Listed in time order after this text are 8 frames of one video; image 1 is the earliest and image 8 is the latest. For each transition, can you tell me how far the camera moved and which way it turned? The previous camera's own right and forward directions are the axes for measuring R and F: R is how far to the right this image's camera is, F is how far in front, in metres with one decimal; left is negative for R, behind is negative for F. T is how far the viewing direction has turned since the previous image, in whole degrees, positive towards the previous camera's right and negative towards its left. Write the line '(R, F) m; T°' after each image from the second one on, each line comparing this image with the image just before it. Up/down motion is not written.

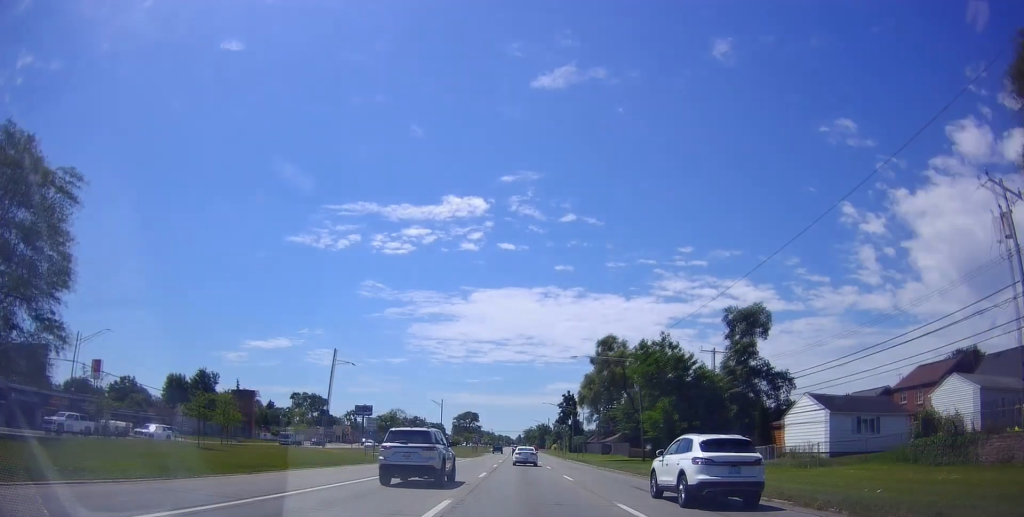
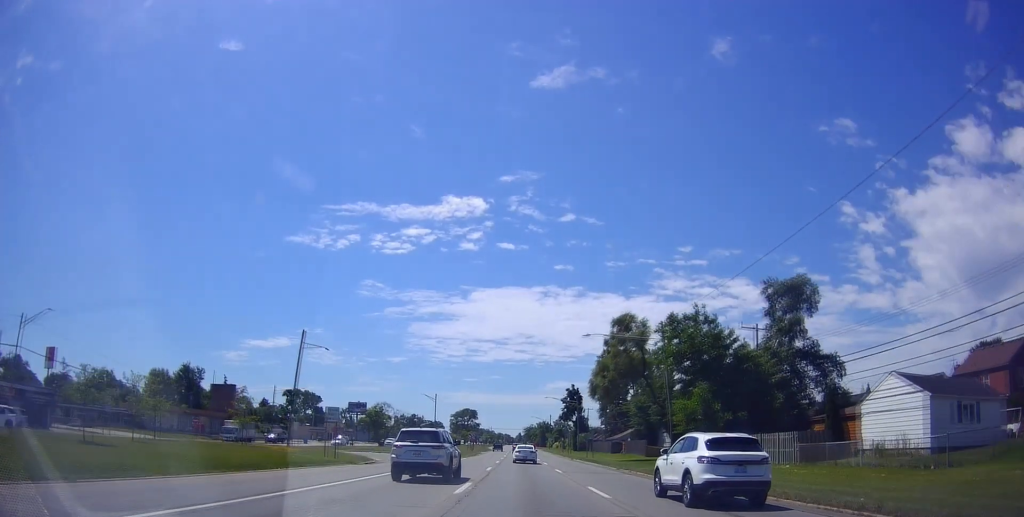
(-0.1, +9.2) m; -1°
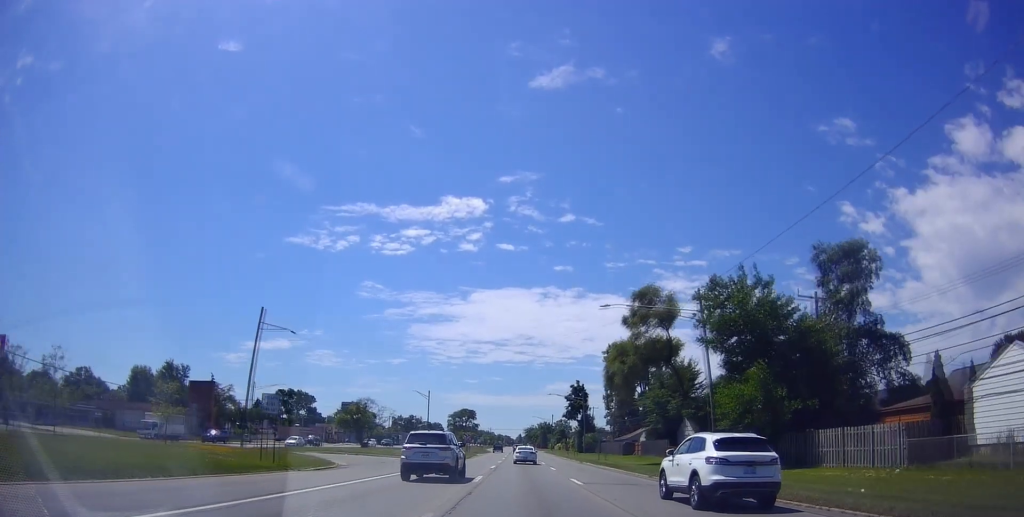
(0.0, +9.0) m; +1°
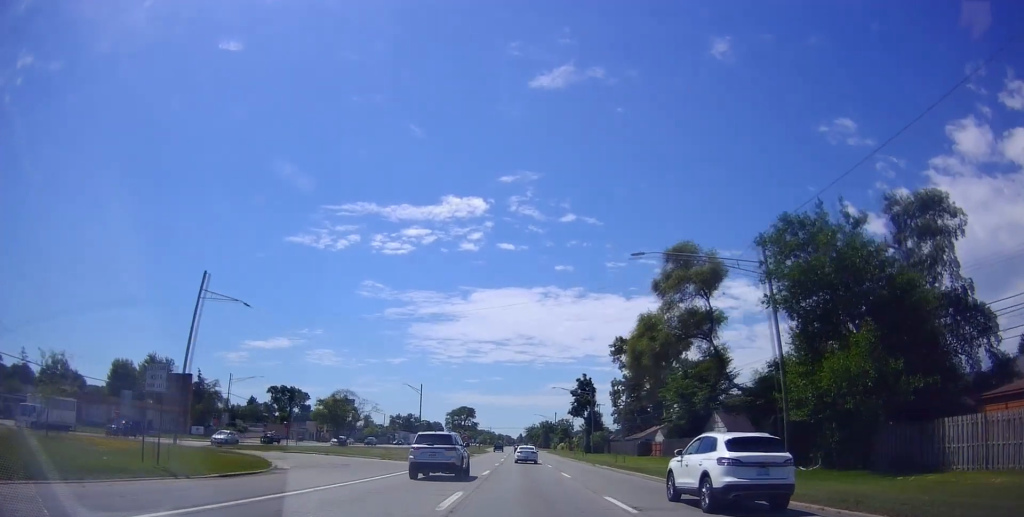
(-0.1, +9.0) m; +1°
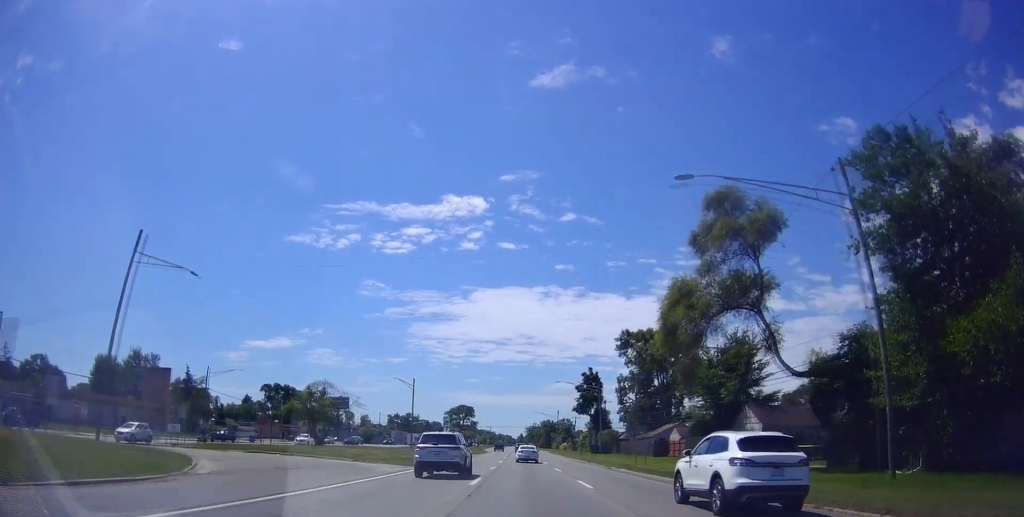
(+0.1, +7.6) m; 0°
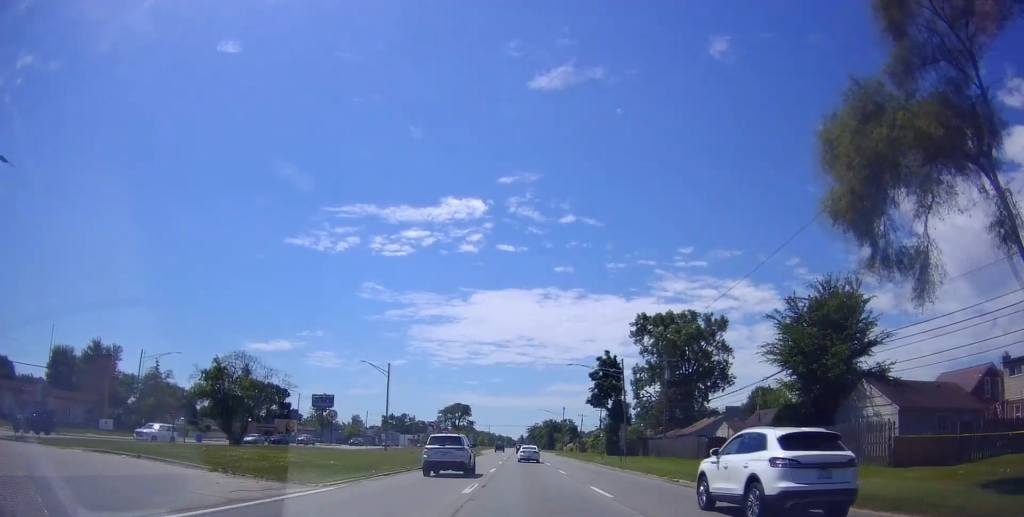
(+0.2, +17.3) m; +1°
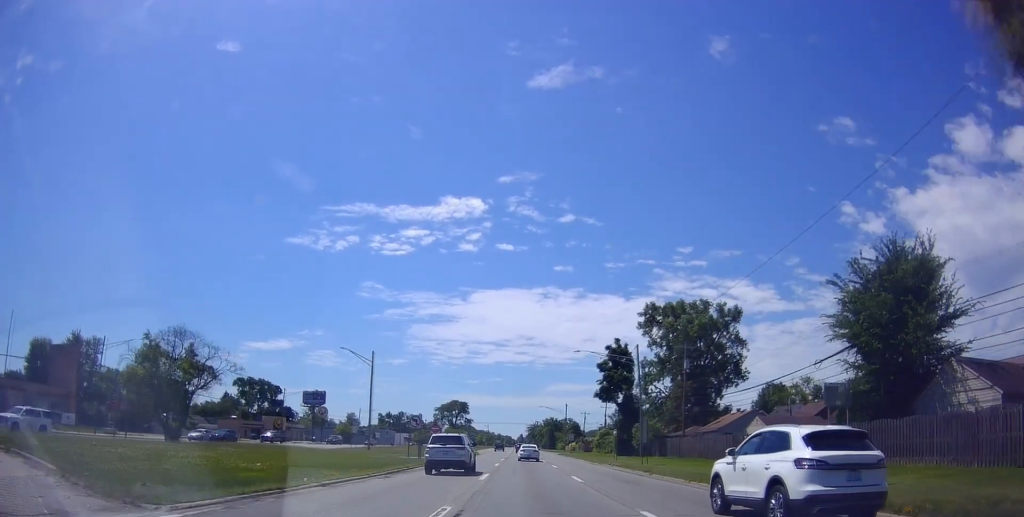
(0.0, +7.9) m; 0°
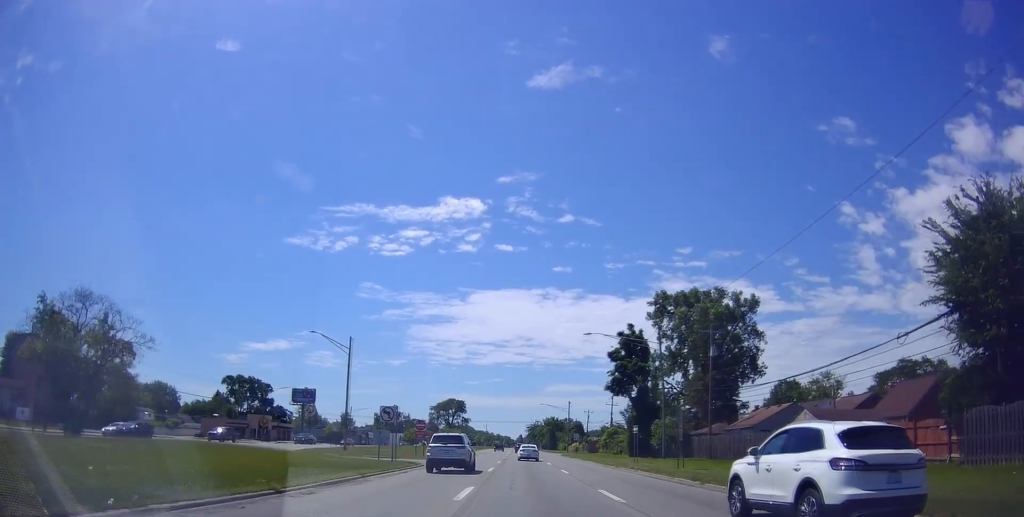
(0.0, +8.6) m; 0°
